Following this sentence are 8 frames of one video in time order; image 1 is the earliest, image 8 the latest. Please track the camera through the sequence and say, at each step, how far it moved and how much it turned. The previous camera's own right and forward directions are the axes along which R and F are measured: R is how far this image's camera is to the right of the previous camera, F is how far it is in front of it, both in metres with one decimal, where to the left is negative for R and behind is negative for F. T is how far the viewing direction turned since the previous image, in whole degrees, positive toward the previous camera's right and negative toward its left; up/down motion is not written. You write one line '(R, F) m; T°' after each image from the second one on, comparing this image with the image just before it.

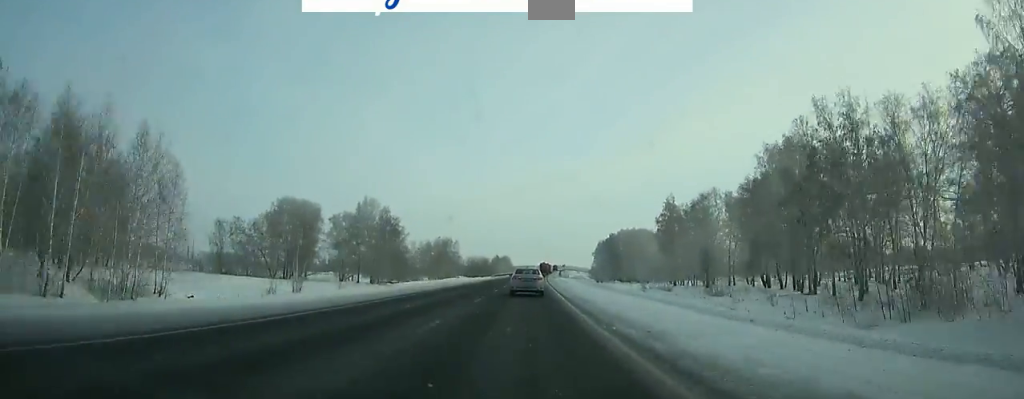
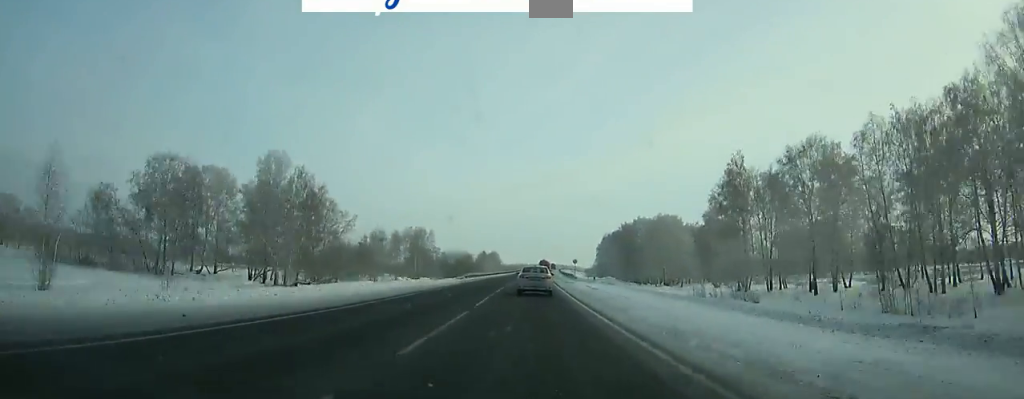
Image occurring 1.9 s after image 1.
(+0.2, +46.5) m; +1°
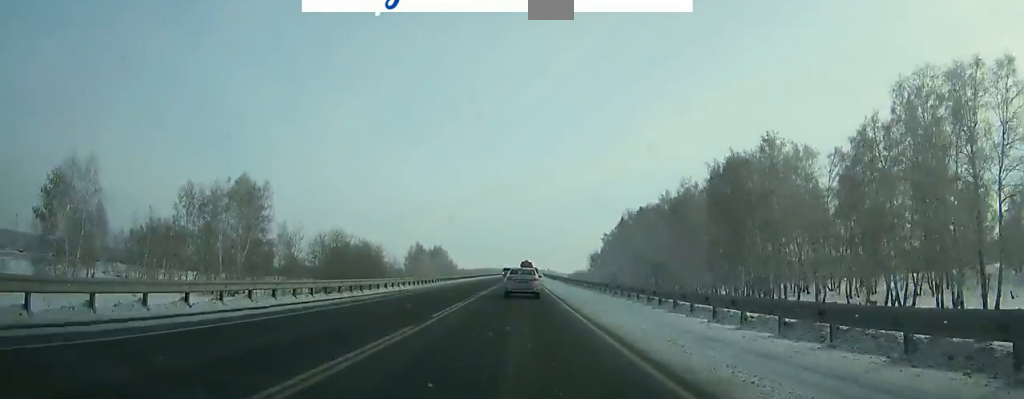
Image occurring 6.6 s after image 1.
(+2.0, +112.0) m; +1°
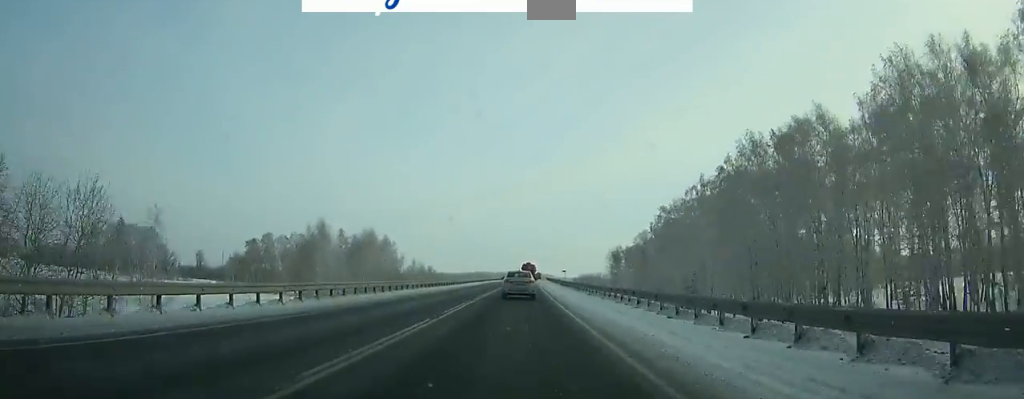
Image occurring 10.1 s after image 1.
(+0.5, +81.3) m; +1°
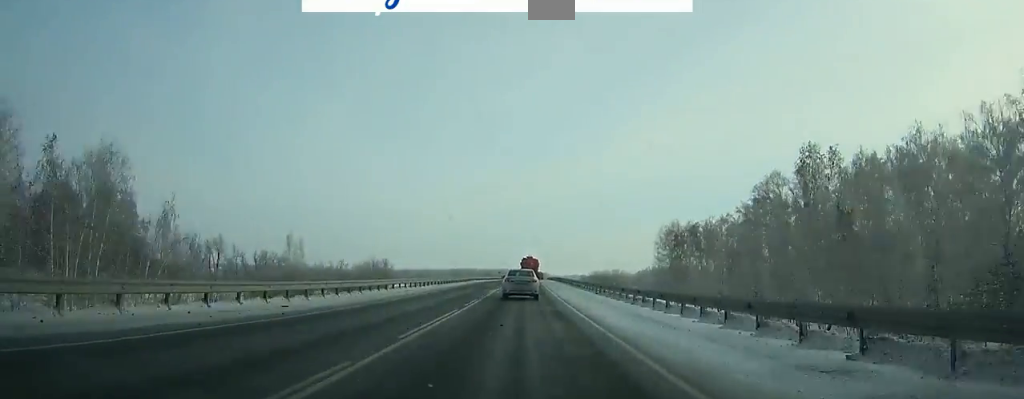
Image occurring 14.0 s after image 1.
(+0.9, +86.1) m; +1°
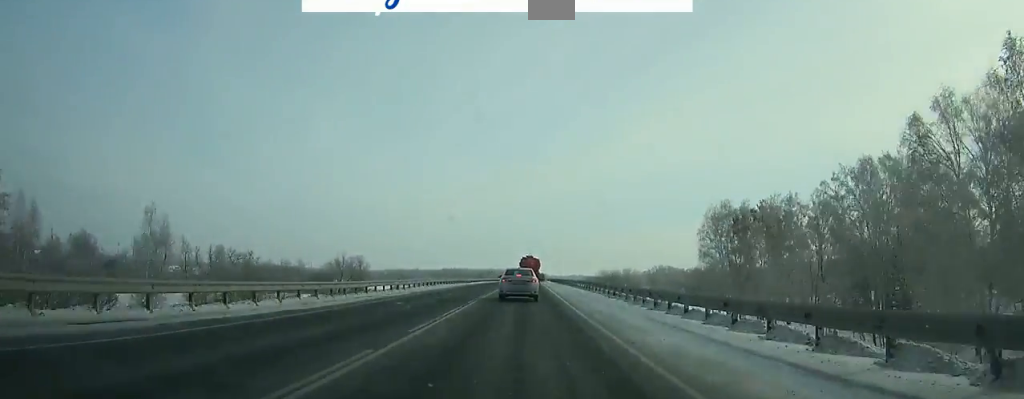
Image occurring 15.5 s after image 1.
(+0.2, +31.0) m; 0°
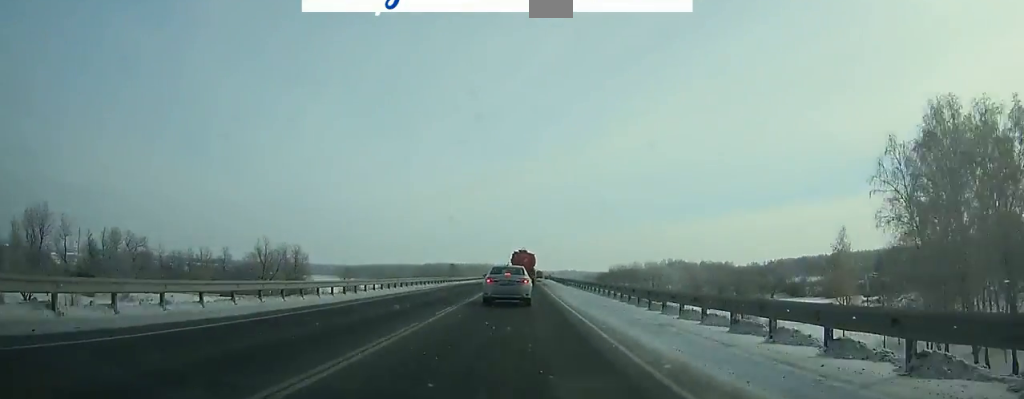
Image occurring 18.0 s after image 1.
(+0.3, +48.8) m; 0°
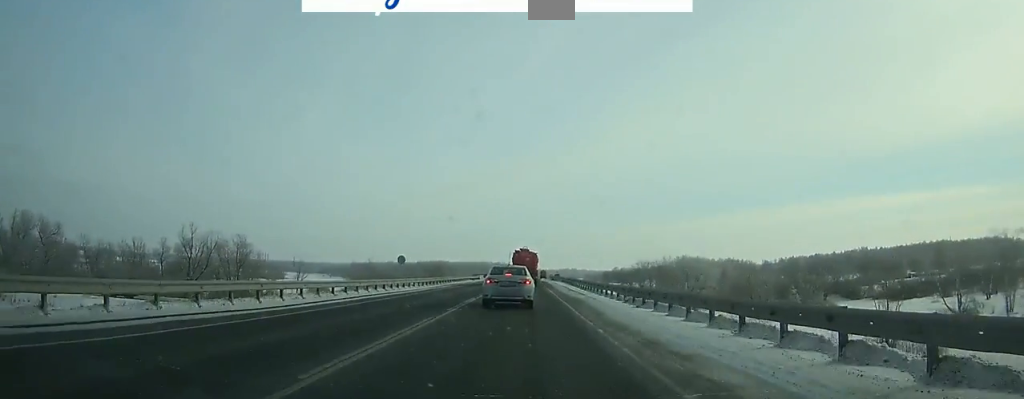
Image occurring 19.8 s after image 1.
(+0.1, +33.4) m; 0°
